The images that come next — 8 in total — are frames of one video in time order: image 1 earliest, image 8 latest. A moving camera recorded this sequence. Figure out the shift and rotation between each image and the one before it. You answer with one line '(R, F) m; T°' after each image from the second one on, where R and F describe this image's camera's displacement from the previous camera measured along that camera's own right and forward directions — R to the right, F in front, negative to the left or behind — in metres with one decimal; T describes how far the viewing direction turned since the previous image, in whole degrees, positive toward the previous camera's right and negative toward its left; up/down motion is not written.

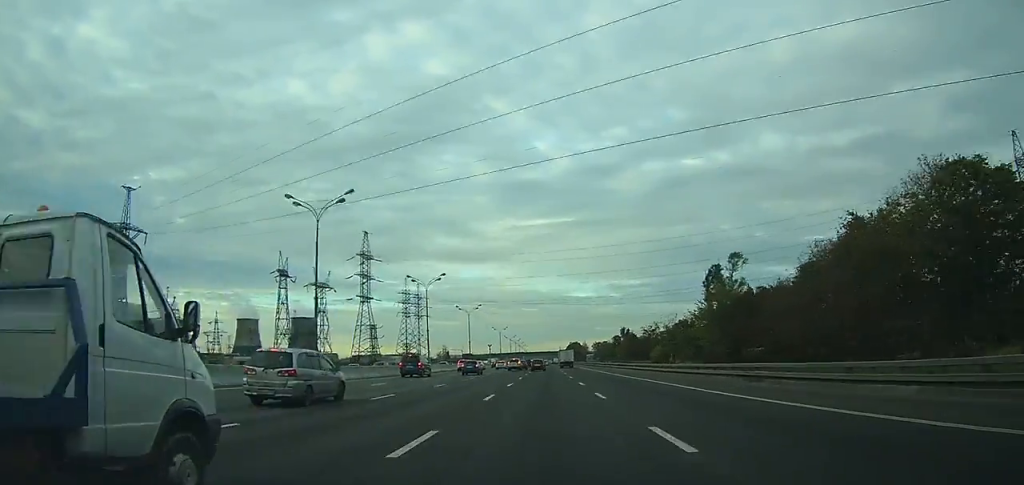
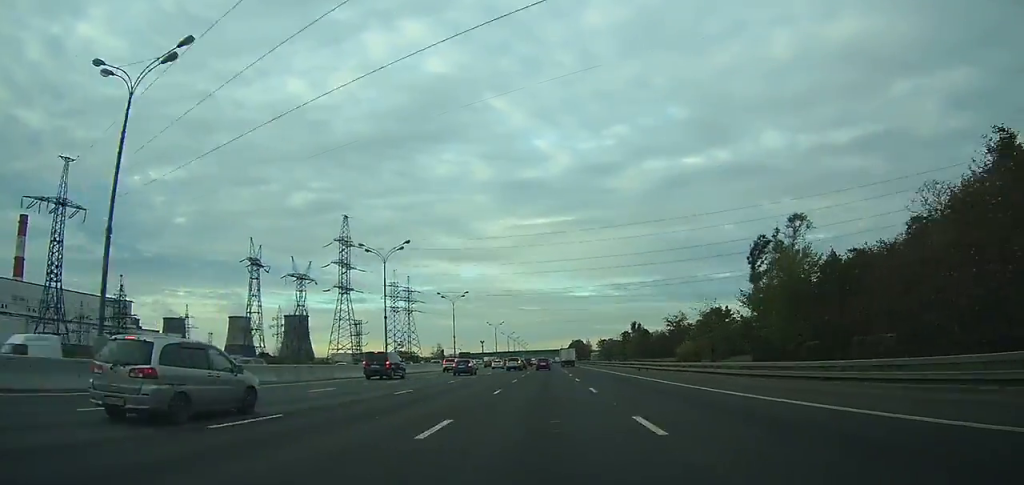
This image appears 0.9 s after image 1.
(-0.1, +20.6) m; 0°
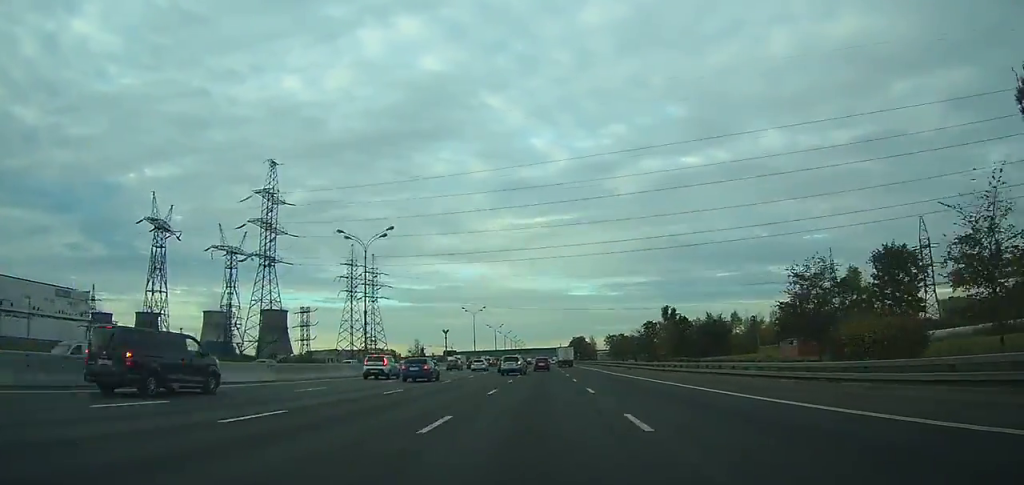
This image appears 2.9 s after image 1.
(+0.2, +45.7) m; 0°
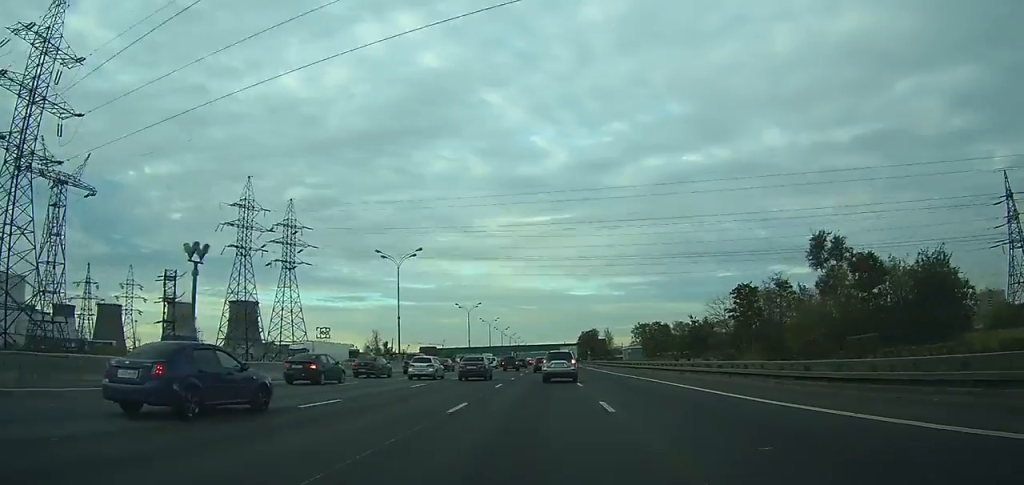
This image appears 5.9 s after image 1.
(0.0, +66.6) m; 0°
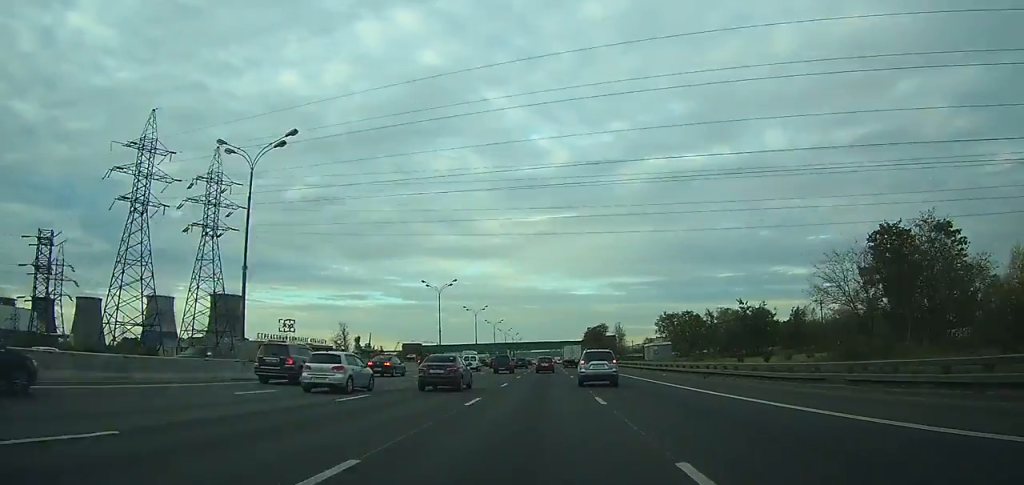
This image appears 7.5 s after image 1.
(-0.1, +36.1) m; 0°
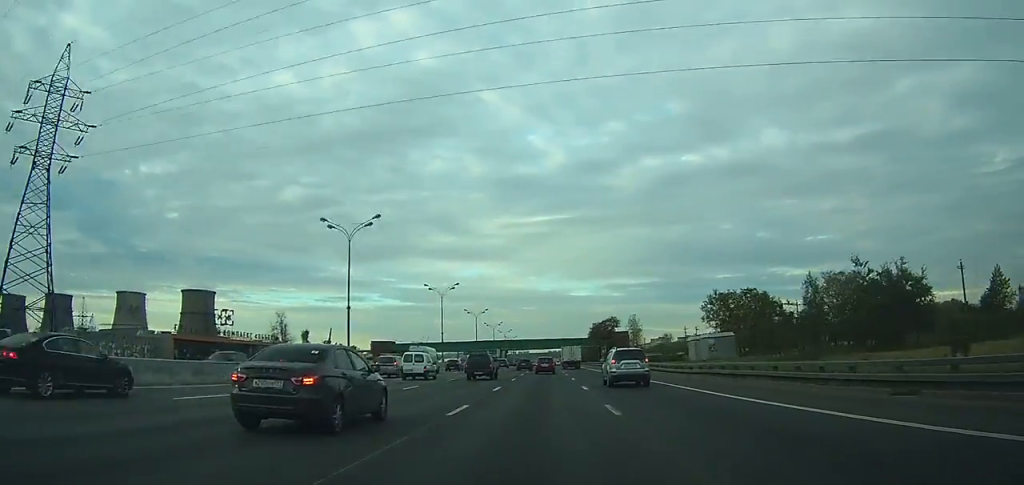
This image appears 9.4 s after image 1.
(-0.1, +41.3) m; 0°
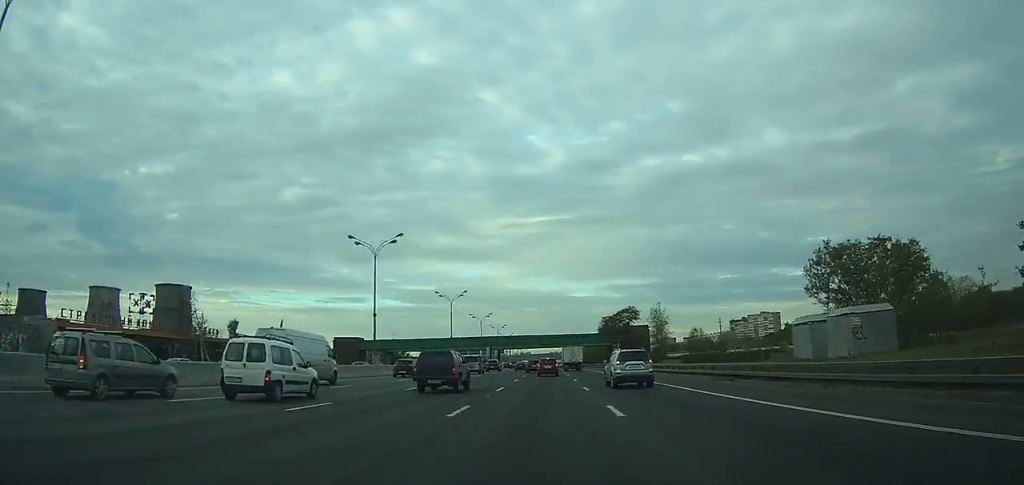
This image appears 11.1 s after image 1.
(-0.1, +35.5) m; 0°
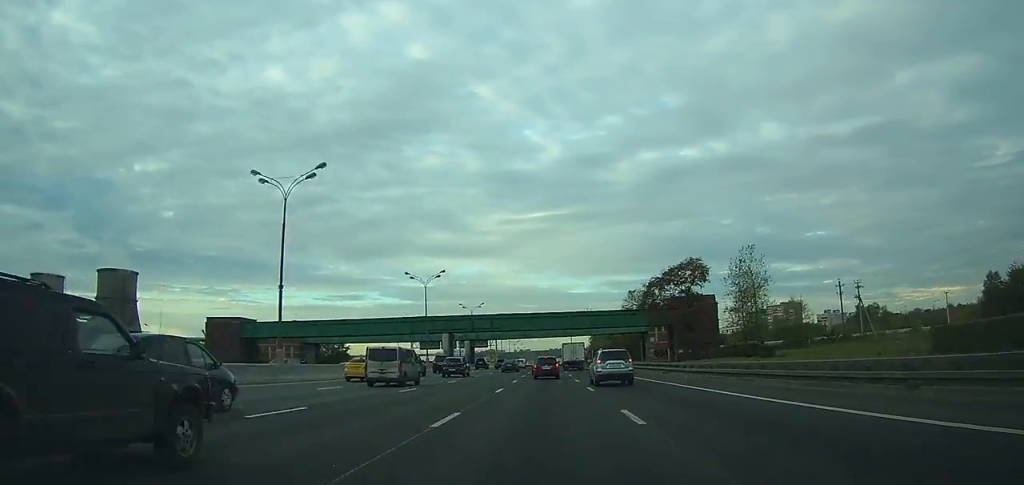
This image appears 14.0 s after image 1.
(-0.2, +59.6) m; 0°
